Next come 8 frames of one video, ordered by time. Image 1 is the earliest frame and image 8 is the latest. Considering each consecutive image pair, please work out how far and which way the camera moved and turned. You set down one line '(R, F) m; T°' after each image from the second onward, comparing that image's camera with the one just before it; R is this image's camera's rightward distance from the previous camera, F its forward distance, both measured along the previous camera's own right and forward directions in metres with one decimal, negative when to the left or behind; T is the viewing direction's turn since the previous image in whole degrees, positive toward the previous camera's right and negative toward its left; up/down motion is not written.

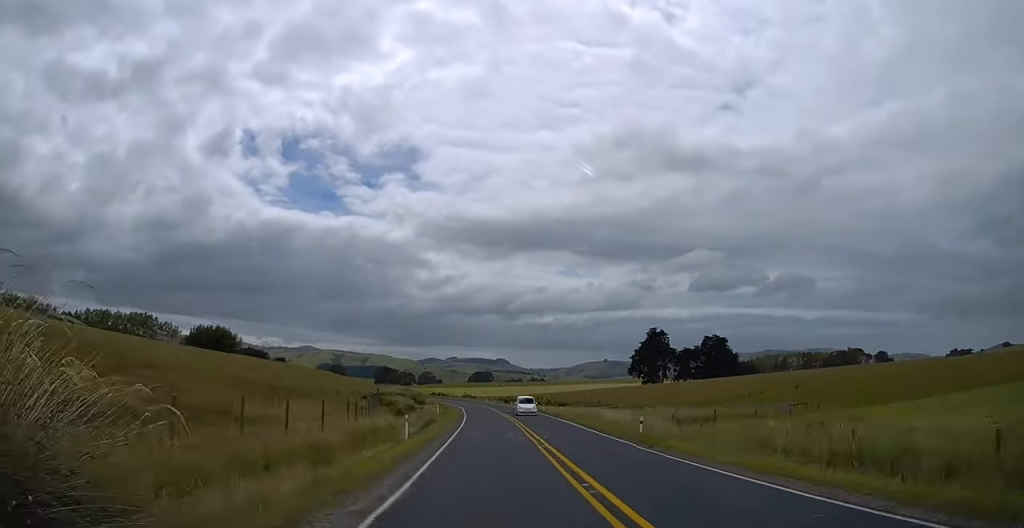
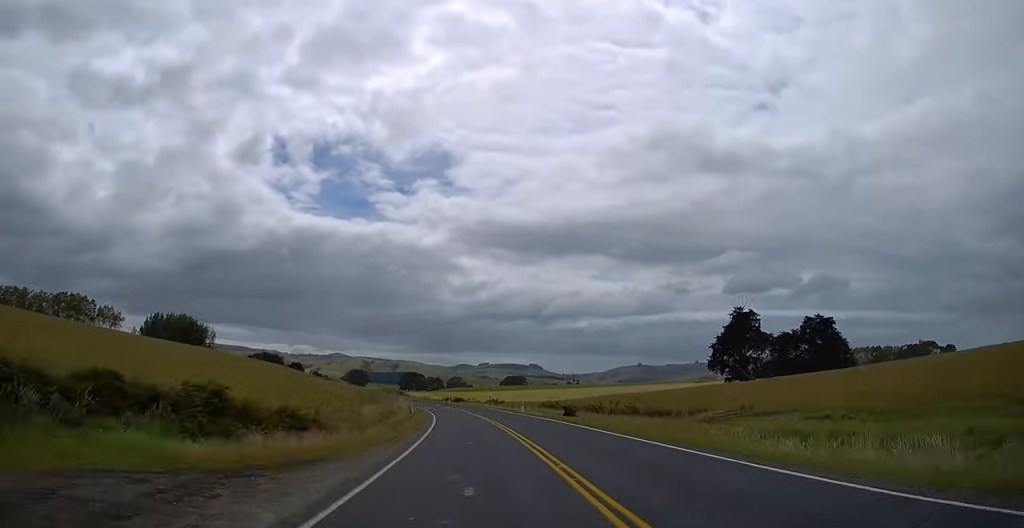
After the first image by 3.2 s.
(-2.1, +68.6) m; -6°
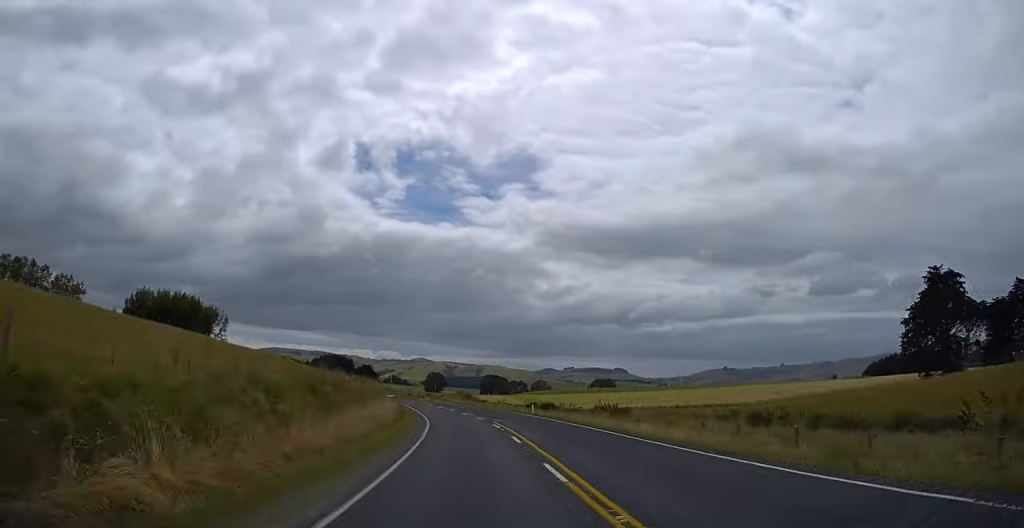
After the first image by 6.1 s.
(-3.4, +63.3) m; -7°
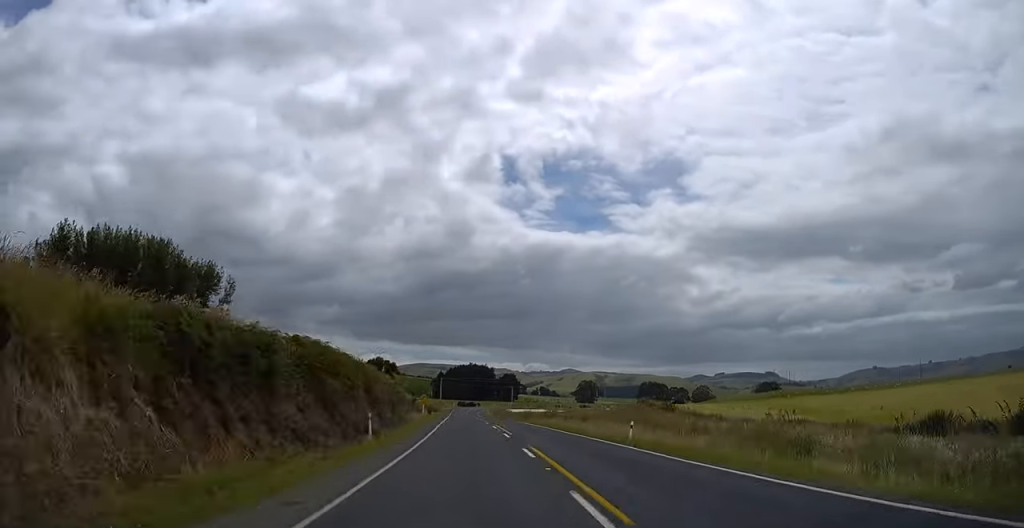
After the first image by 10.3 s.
(-8.7, +89.8) m; -8°
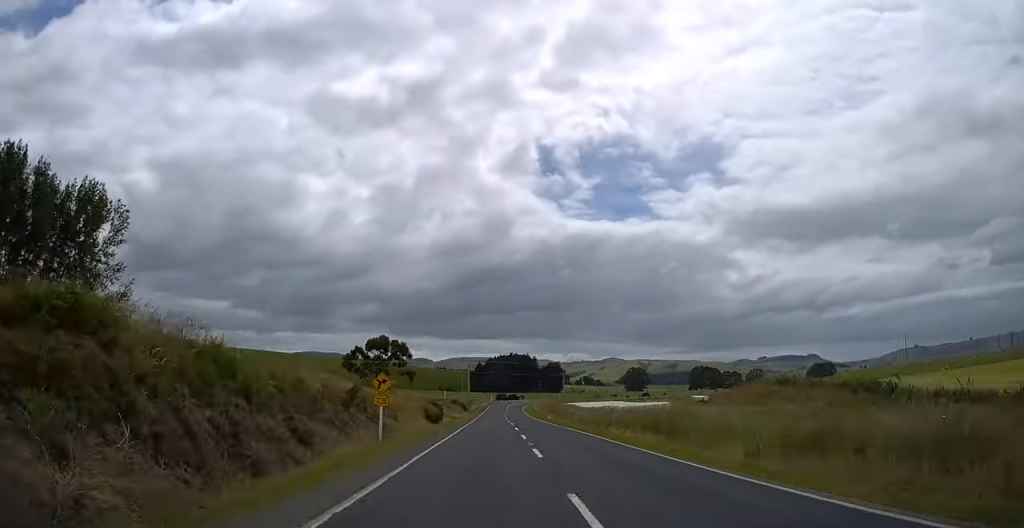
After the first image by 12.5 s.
(-2.1, +49.4) m; -2°
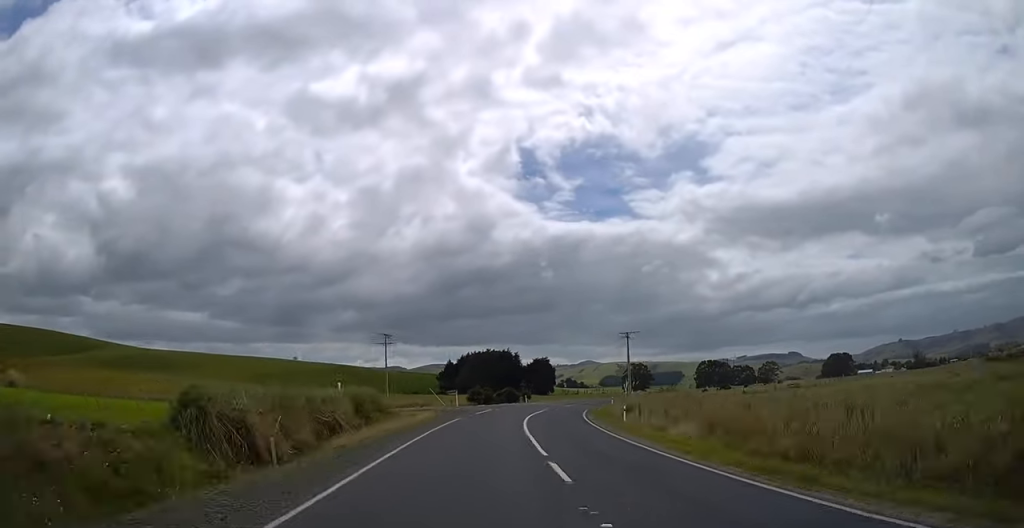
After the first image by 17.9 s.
(+3.3, +113.9) m; +8°
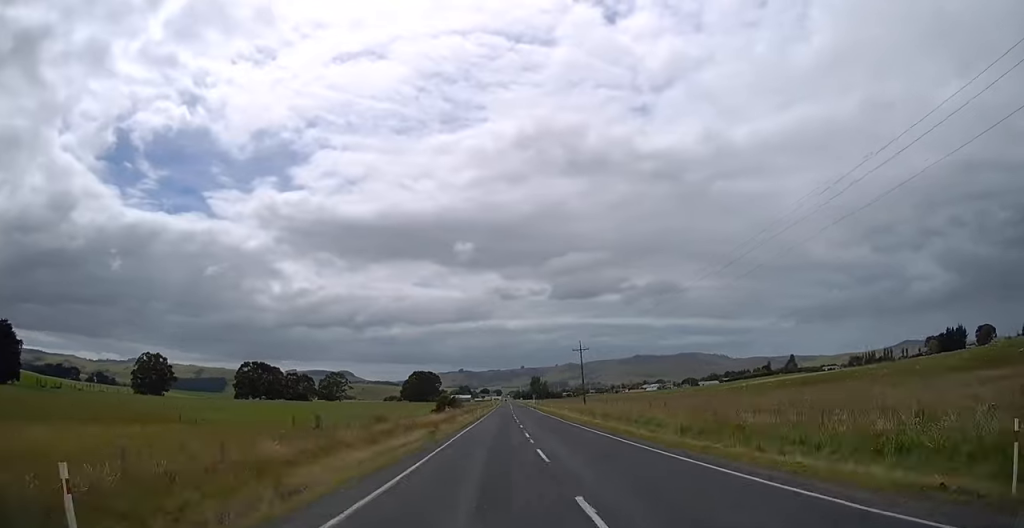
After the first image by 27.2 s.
(+58.3, +180.9) m; +31°
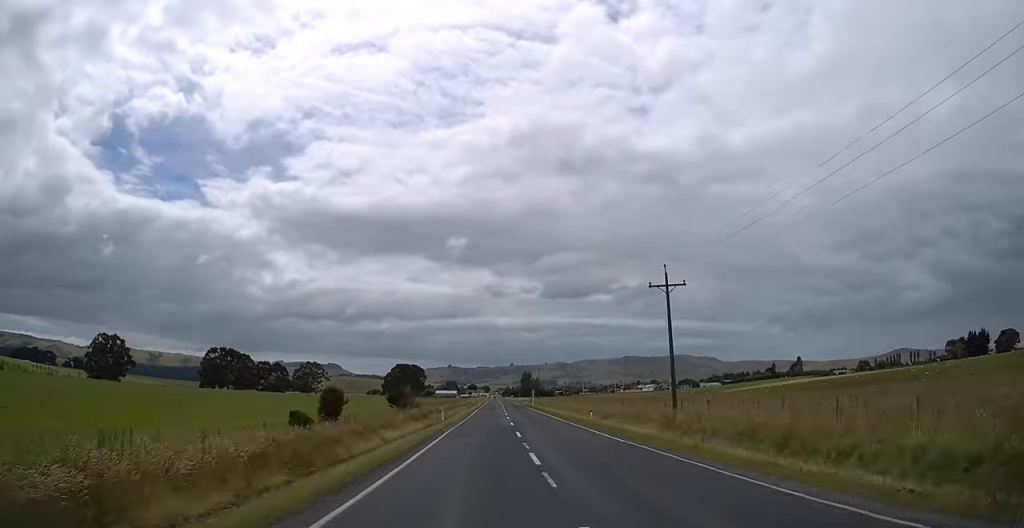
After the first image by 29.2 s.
(+1.6, +41.2) m; +3°
